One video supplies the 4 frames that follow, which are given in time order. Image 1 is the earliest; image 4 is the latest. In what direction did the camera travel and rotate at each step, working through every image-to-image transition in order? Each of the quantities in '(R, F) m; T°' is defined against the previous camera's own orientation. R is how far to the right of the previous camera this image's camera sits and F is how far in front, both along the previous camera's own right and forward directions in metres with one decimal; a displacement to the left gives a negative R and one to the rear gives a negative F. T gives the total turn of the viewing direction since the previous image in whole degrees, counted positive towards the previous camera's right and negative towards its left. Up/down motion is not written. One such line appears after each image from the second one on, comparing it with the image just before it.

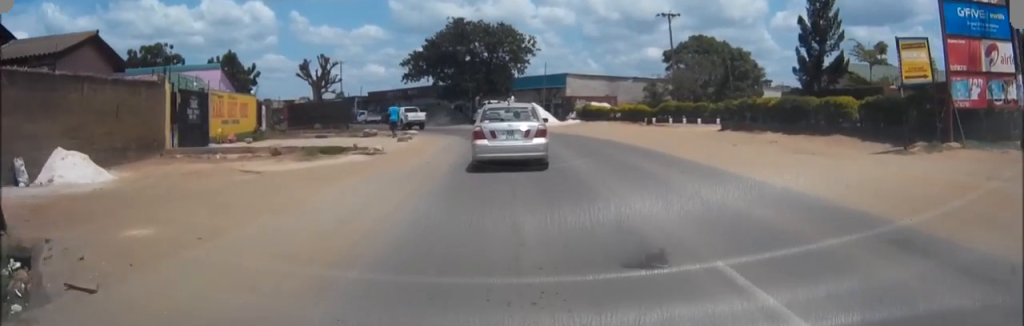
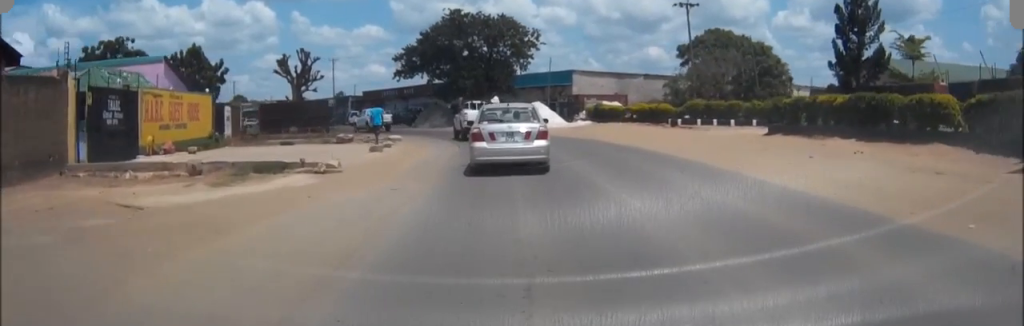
(0.0, +6.5) m; 0°
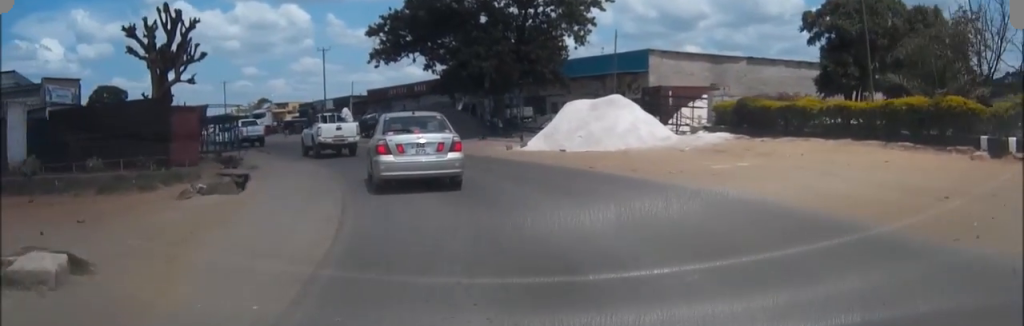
(-0.6, +26.6) m; -6°
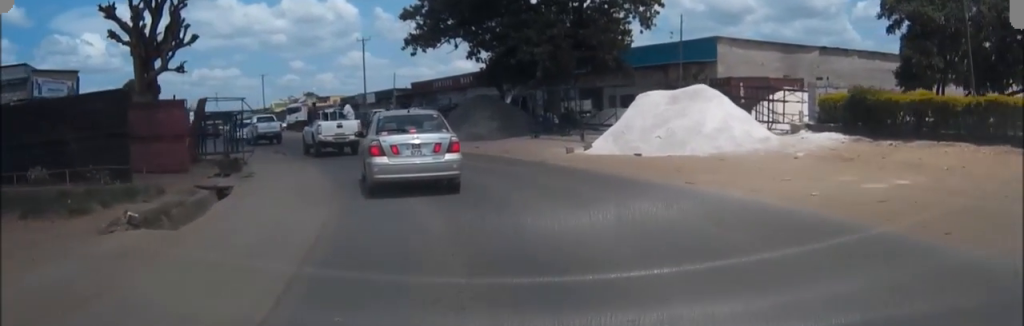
(-0.1, +5.4) m; -2°
